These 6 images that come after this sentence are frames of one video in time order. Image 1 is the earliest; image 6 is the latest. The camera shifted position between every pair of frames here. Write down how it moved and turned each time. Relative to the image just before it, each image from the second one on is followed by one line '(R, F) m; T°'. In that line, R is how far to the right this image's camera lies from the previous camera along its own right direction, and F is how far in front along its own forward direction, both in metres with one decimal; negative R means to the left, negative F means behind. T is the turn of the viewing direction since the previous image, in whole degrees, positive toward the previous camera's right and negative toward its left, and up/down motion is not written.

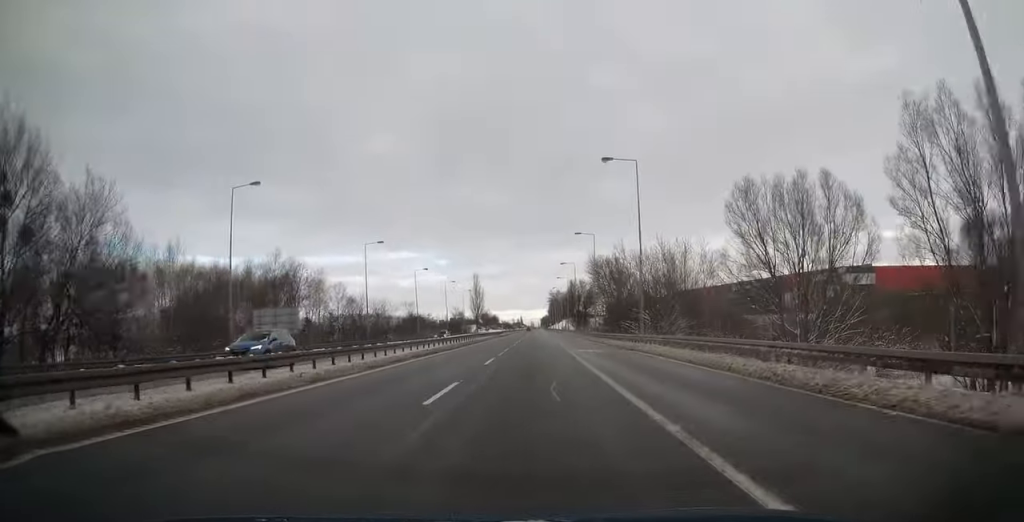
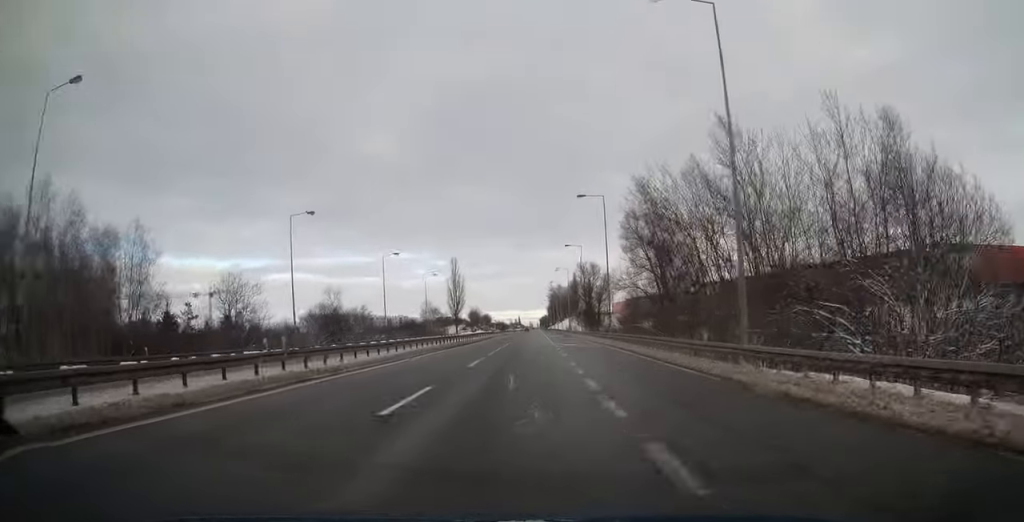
(+0.2, +49.3) m; 0°
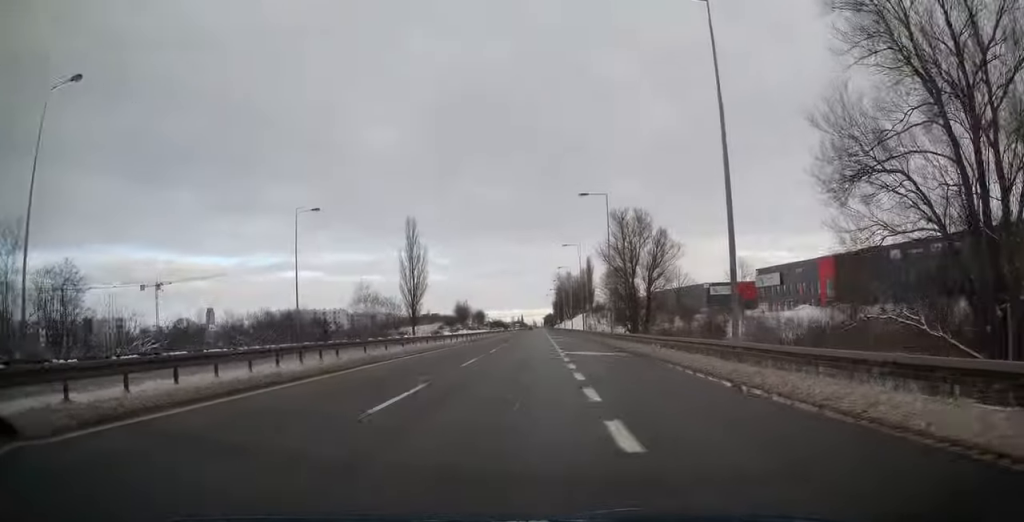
(+0.1, +60.0) m; +1°
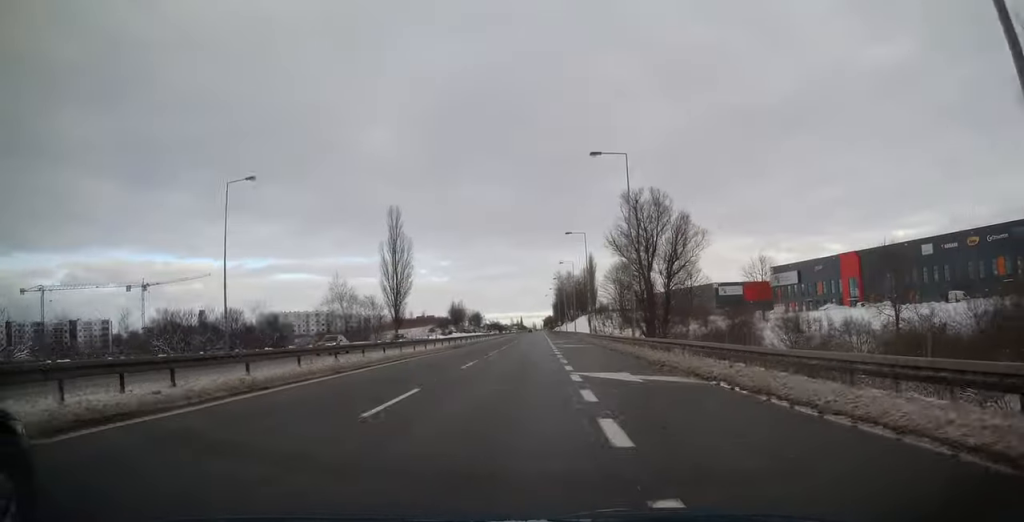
(0.0, +12.1) m; 0°
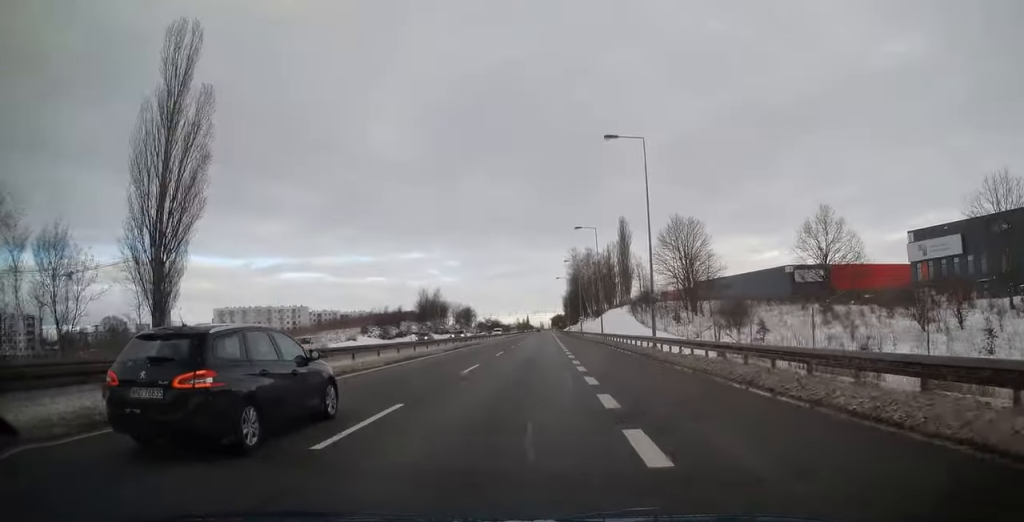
(-0.9, +62.9) m; -1°
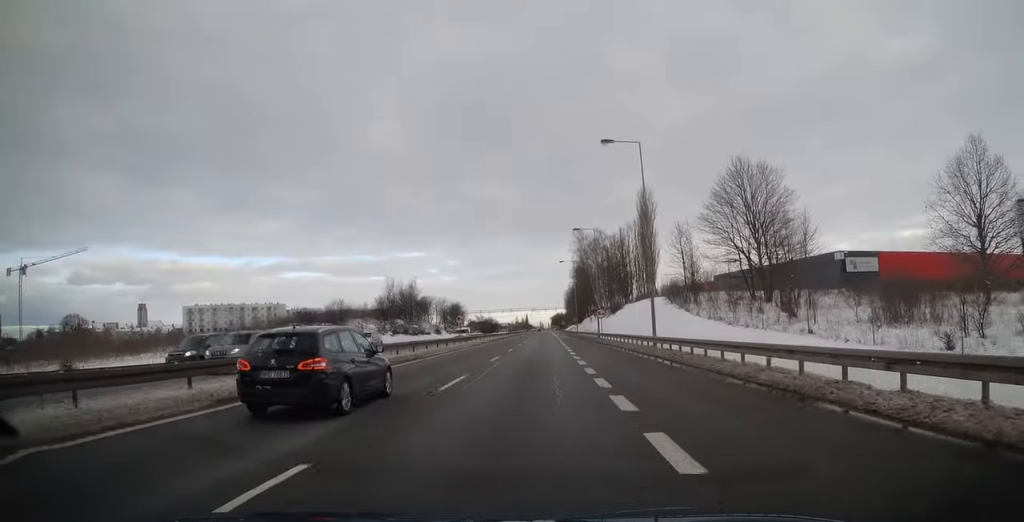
(0.0, +29.2) m; 0°
